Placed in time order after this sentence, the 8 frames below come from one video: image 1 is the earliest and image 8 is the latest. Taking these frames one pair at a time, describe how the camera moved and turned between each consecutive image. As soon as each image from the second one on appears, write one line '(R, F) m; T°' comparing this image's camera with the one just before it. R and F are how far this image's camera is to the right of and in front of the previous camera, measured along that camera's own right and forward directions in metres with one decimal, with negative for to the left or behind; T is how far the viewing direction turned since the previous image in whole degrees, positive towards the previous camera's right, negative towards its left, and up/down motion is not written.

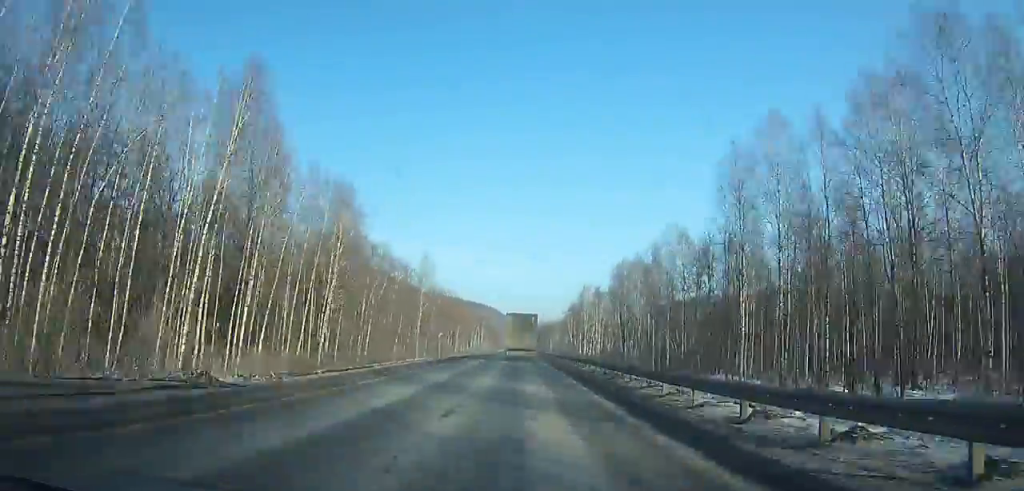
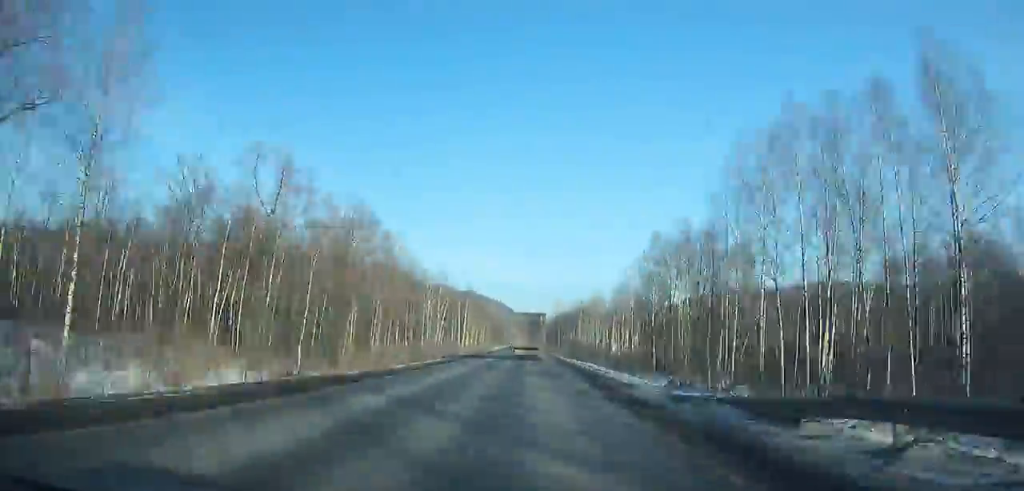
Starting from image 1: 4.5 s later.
(-0.4, +110.2) m; 0°
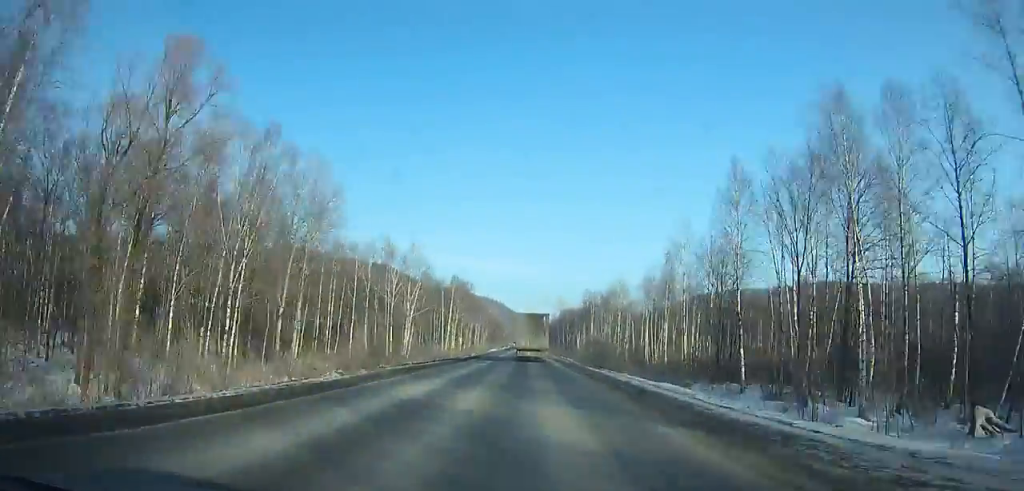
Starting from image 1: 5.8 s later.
(0.0, +31.9) m; 0°
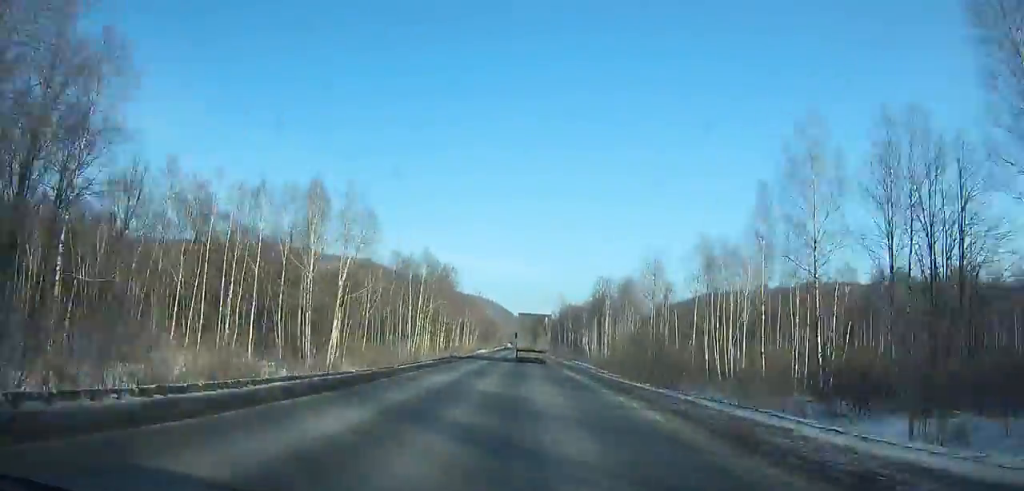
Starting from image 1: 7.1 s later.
(0.0, +31.9) m; 0°
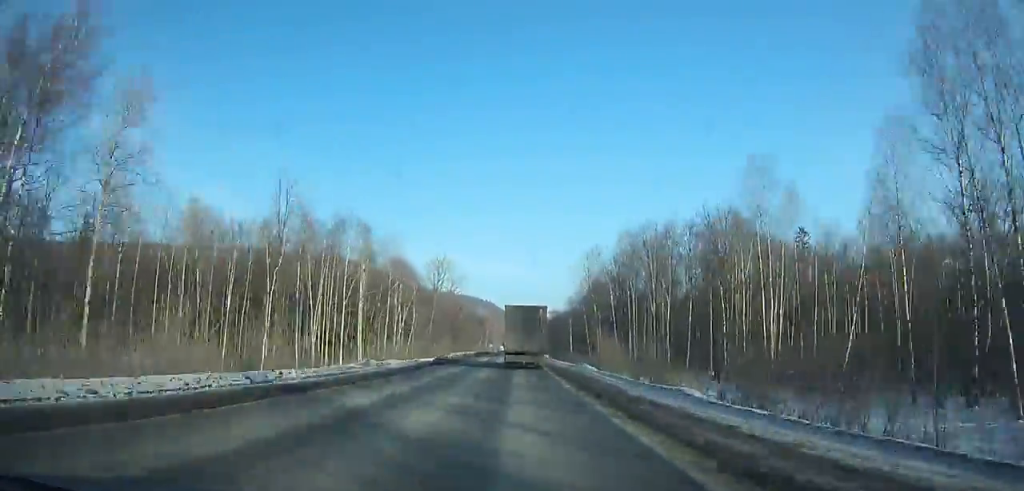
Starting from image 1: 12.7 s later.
(+0.3, +136.0) m; 0°
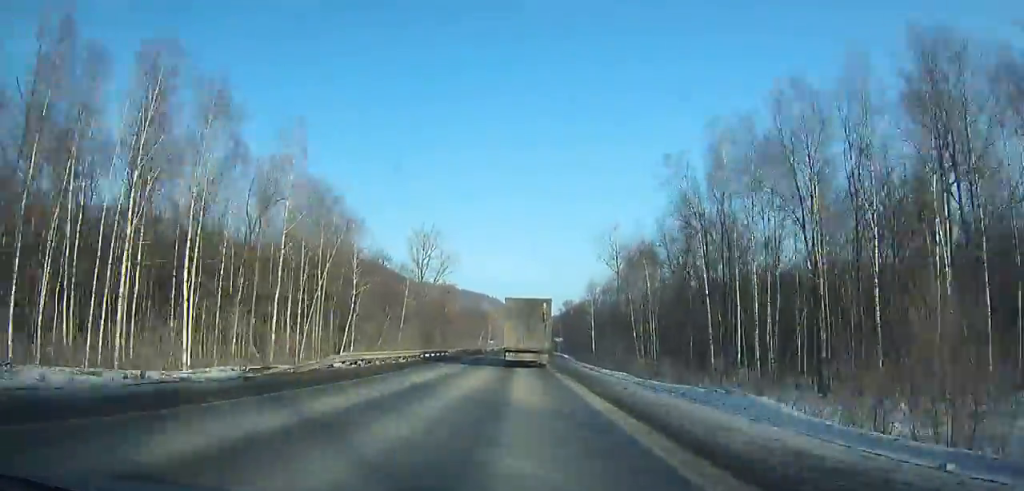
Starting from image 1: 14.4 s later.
(-0.2, +39.9) m; 0°
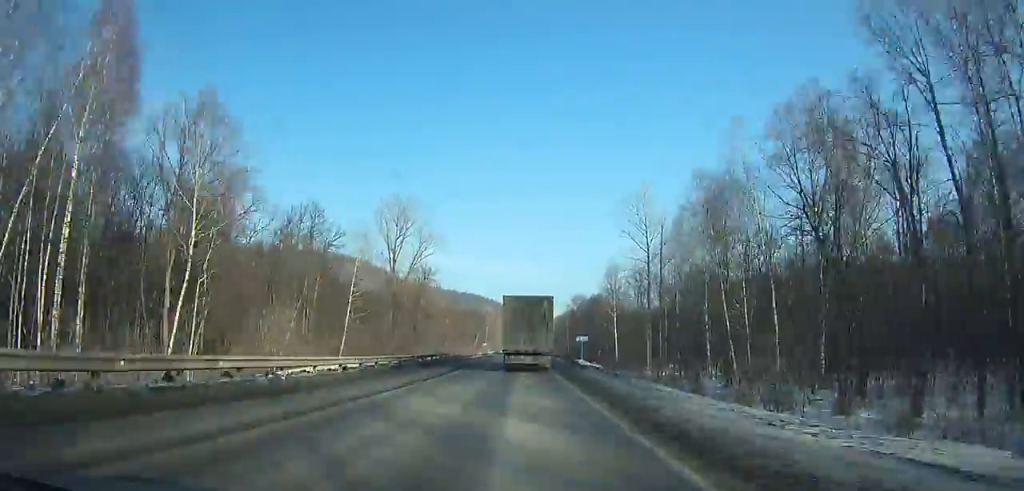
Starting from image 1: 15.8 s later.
(-0.2, +32.7) m; 0°
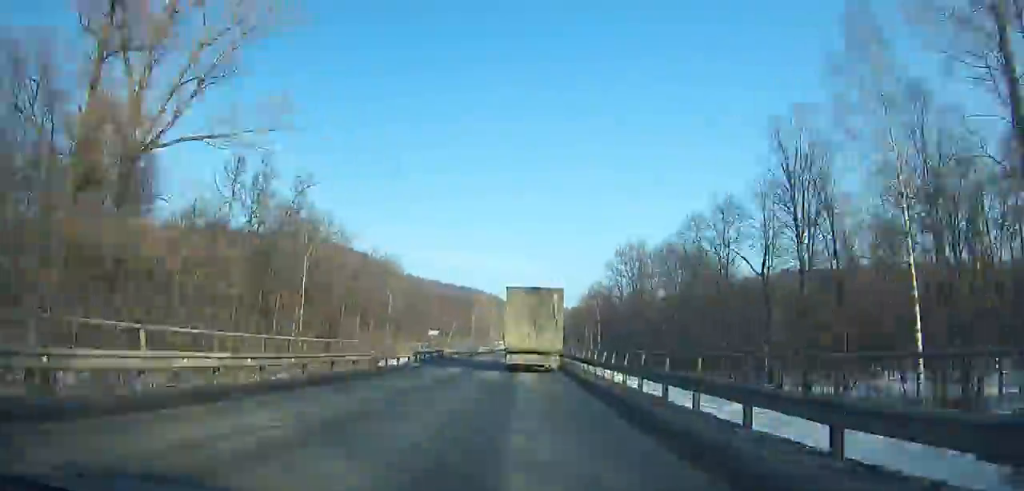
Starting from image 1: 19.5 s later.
(+0.2, +82.9) m; 0°
